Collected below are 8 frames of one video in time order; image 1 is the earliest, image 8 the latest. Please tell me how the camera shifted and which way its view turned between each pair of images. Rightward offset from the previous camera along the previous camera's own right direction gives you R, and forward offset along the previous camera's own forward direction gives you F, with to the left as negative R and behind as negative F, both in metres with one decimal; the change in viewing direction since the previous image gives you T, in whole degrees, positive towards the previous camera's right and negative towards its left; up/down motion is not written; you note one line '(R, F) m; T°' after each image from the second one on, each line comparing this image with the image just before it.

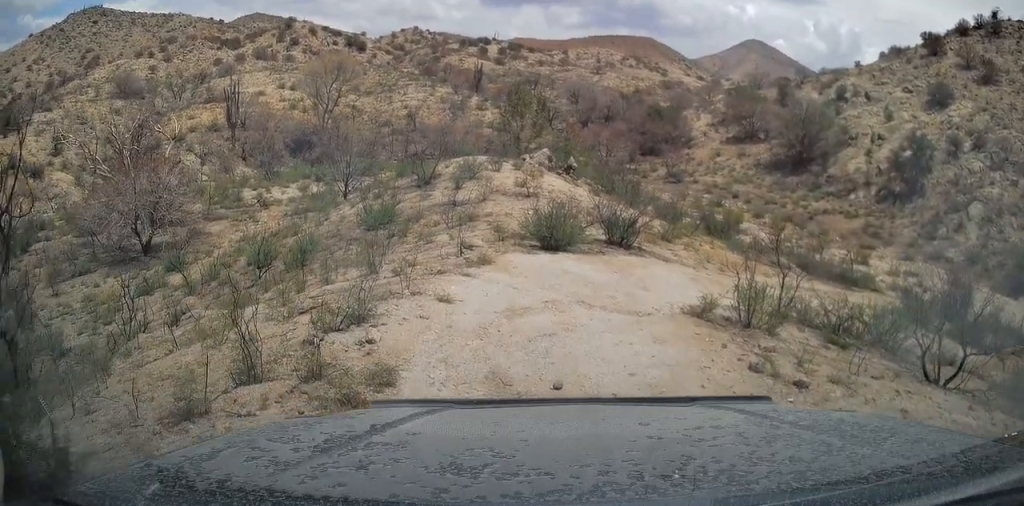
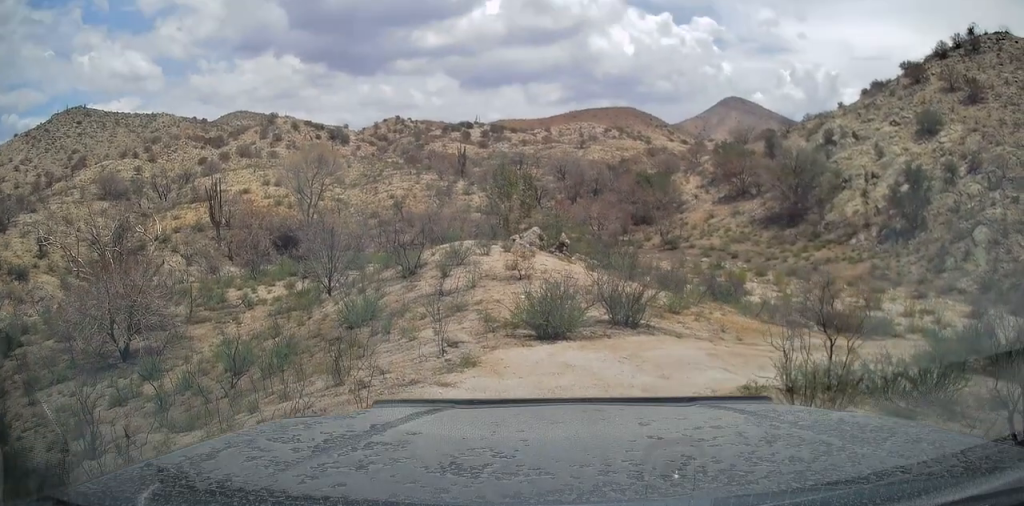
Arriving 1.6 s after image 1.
(+0.1, +2.3) m; 0°
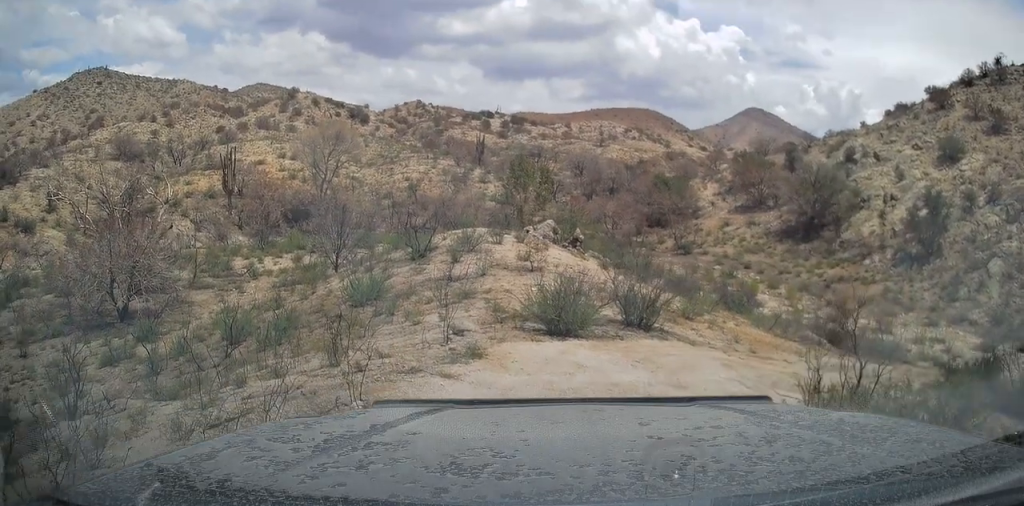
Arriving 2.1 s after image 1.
(+0.1, +0.5) m; 0°
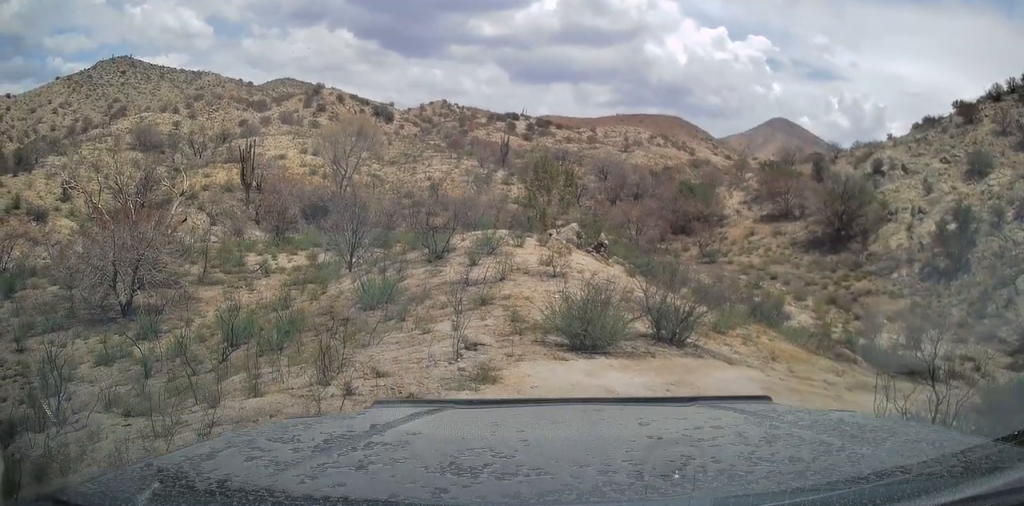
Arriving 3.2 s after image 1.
(+0.2, +1.4) m; 0°
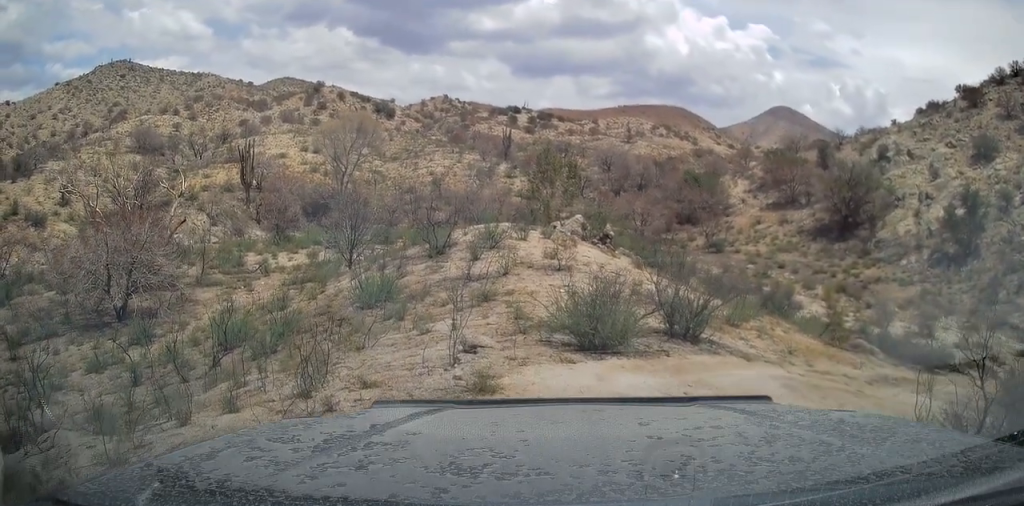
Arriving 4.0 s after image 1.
(+0.1, +0.9) m; 0°
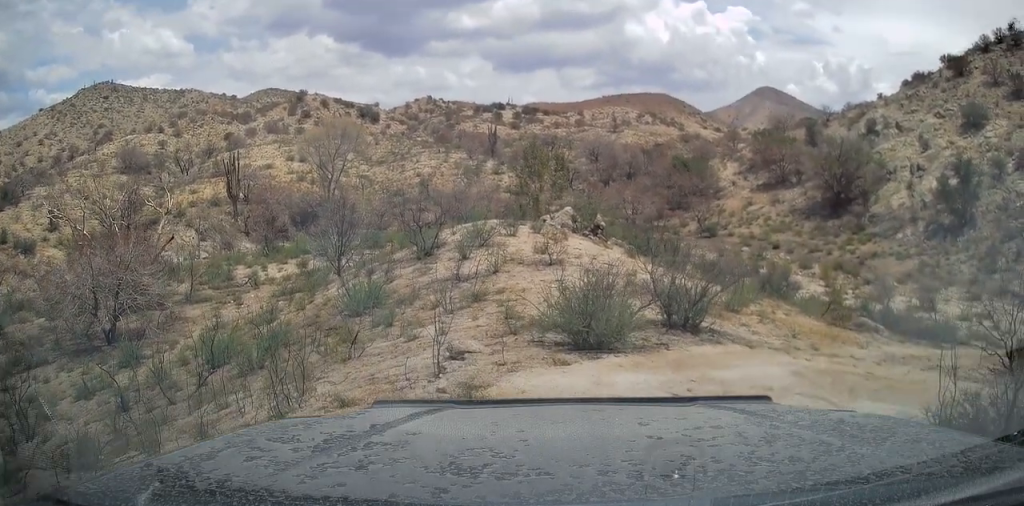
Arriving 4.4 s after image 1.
(+0.1, +0.5) m; 0°
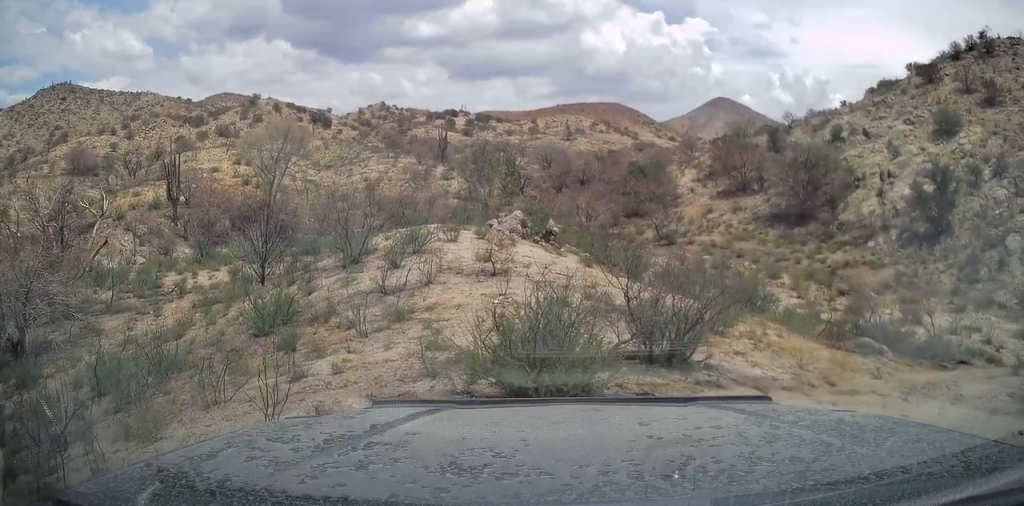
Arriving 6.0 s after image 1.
(+0.4, +2.7) m; +15°
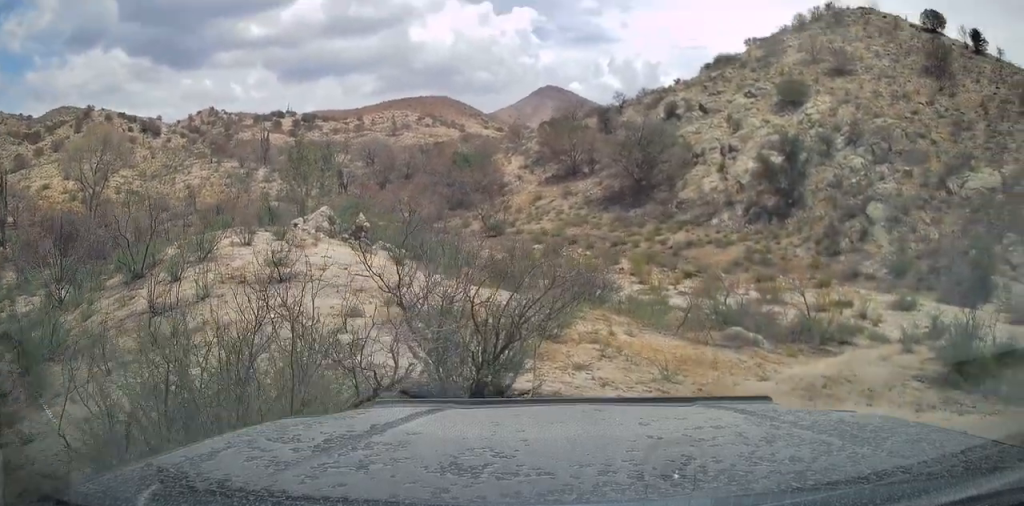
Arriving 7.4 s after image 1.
(+0.5, +3.0) m; +20°
